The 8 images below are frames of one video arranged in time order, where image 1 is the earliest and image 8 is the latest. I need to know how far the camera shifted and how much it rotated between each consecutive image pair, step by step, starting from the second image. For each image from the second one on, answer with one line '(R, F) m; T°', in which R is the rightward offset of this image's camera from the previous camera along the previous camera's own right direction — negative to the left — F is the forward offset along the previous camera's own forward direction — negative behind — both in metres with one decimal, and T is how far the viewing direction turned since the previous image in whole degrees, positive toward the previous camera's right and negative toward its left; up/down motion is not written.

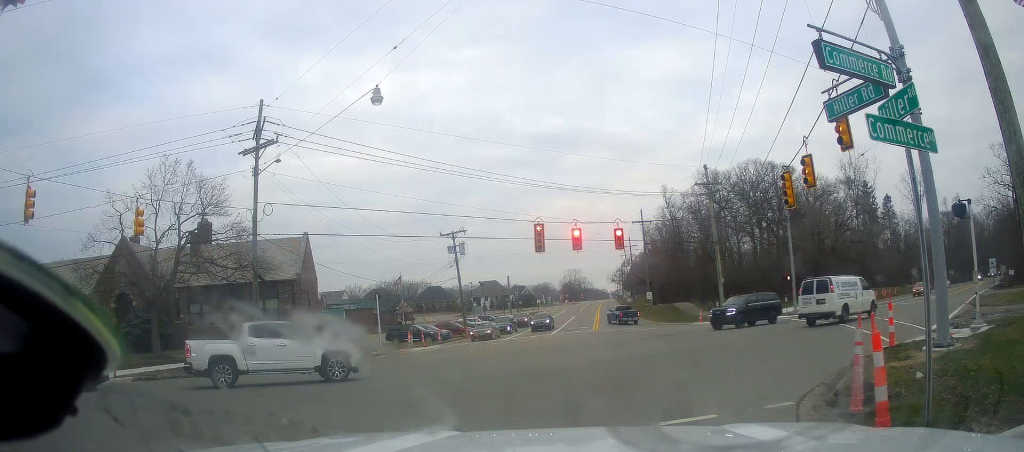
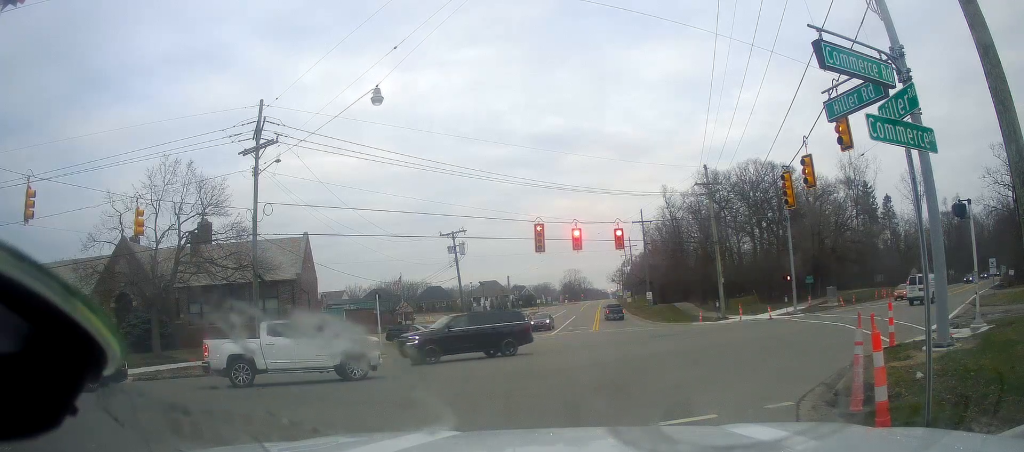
(0.0, 0.0) m; 0°
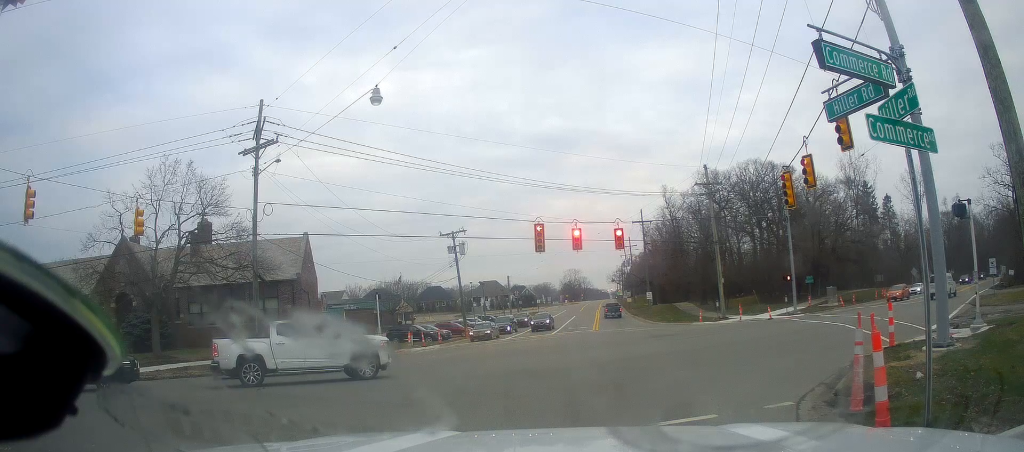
(0.0, 0.0) m; 0°
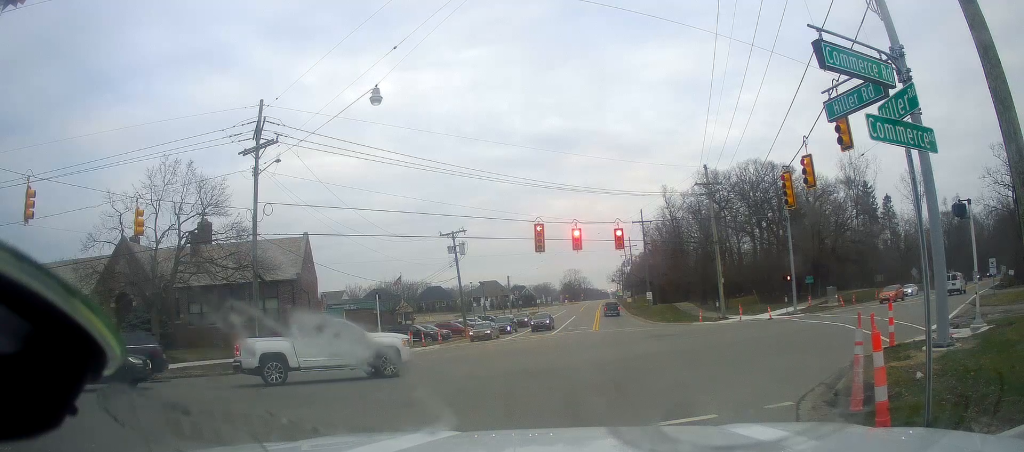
(0.0, 0.0) m; 0°
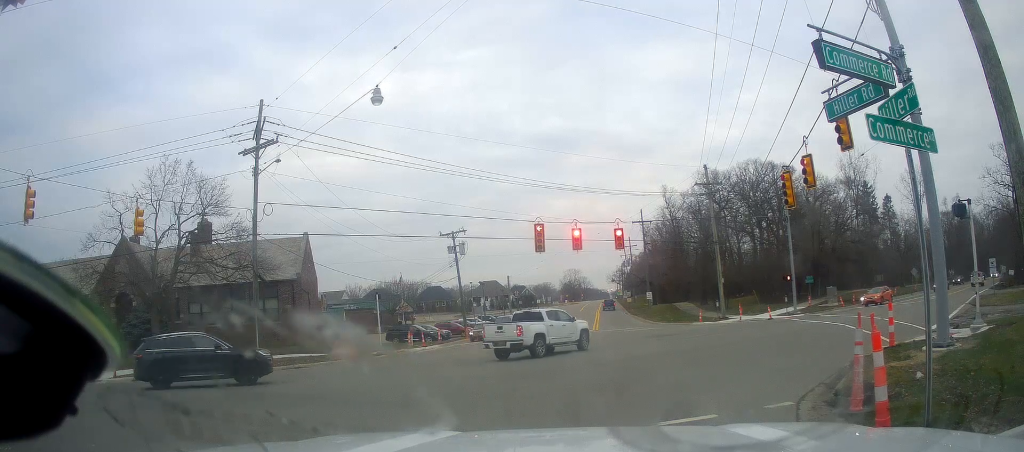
(0.0, 0.0) m; 0°
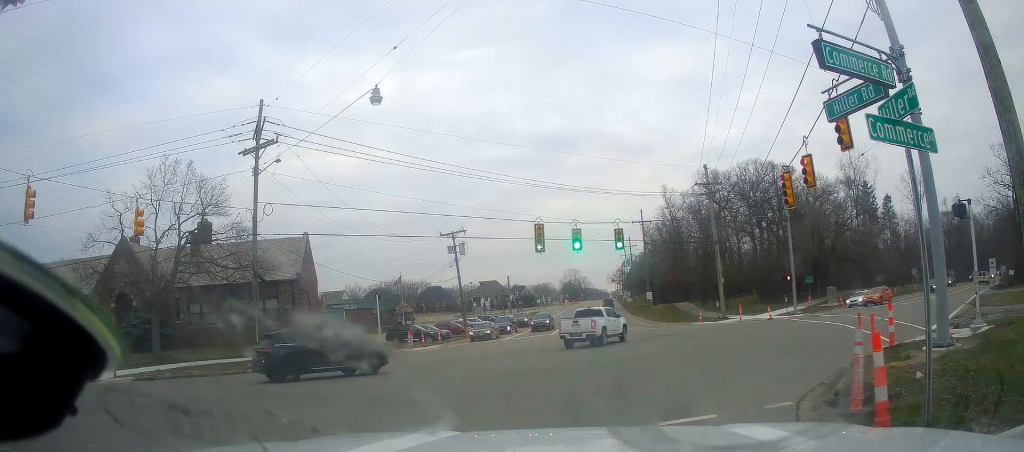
(0.0, 0.0) m; 0°
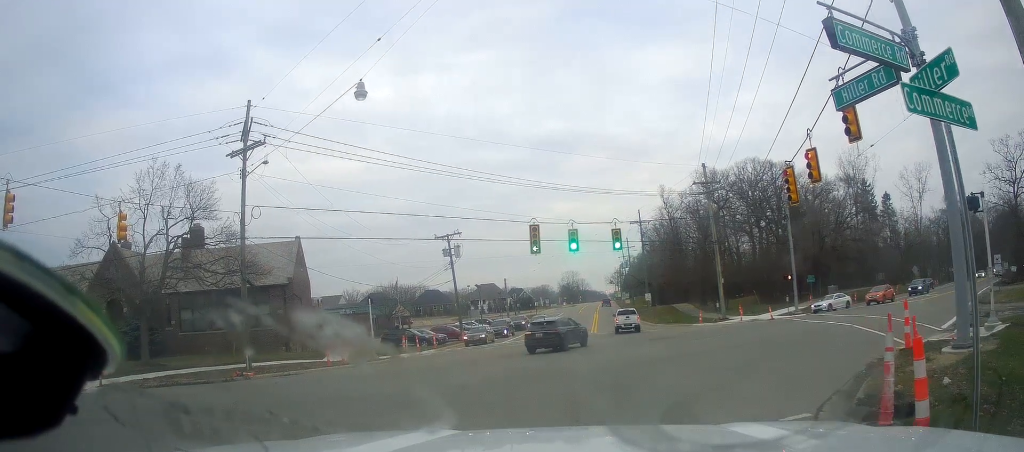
(+0.1, +0.9) m; 0°
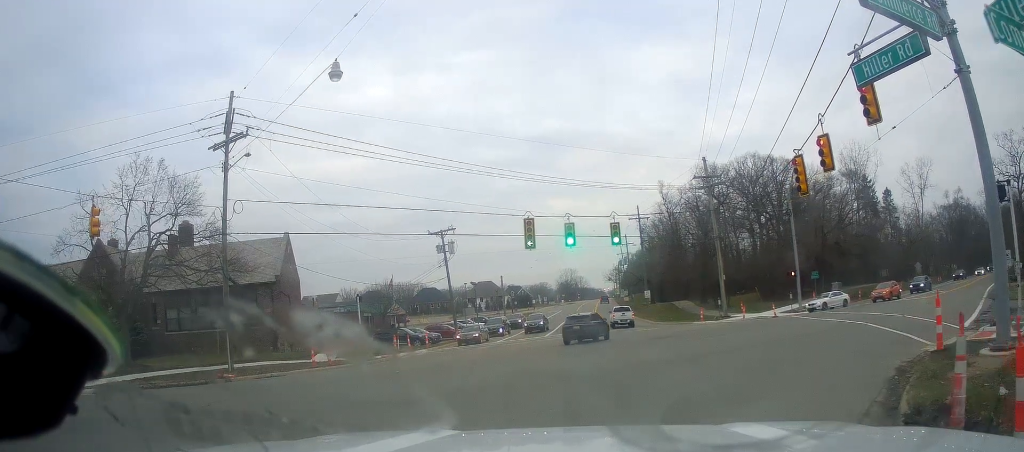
(+0.1, +1.1) m; 0°
